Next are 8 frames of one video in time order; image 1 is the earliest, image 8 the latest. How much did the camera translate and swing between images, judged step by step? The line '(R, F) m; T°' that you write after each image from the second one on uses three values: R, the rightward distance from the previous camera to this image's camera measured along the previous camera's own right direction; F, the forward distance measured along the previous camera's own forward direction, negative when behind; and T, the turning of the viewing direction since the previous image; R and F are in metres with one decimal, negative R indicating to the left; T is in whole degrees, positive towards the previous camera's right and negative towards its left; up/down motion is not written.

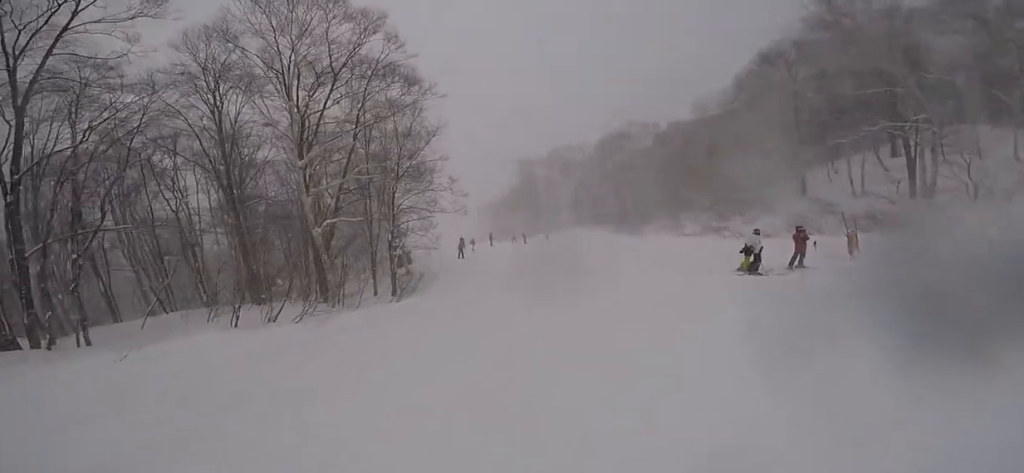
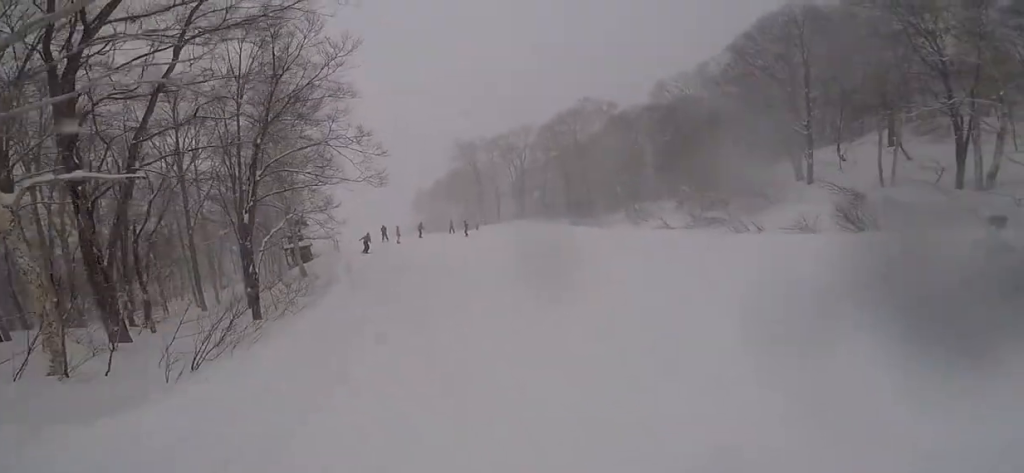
(+0.5, +8.7) m; +5°
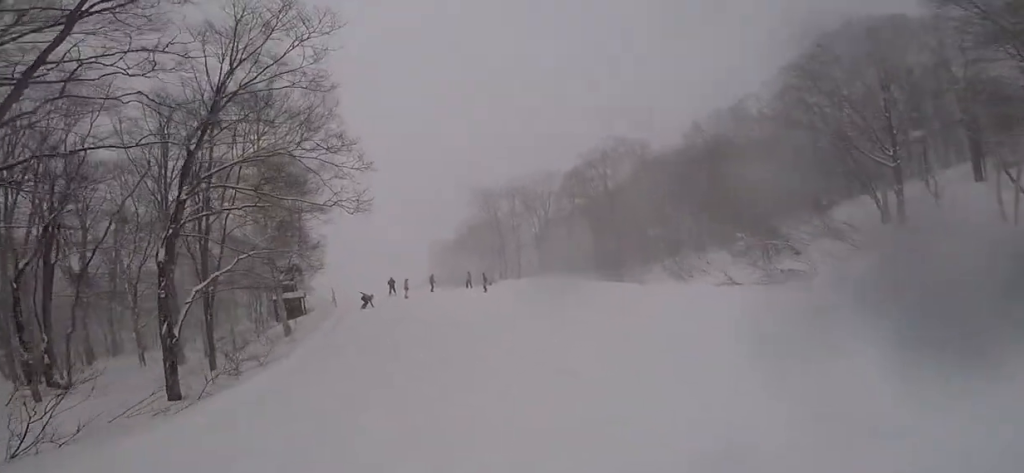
(+0.3, +4.8) m; 0°
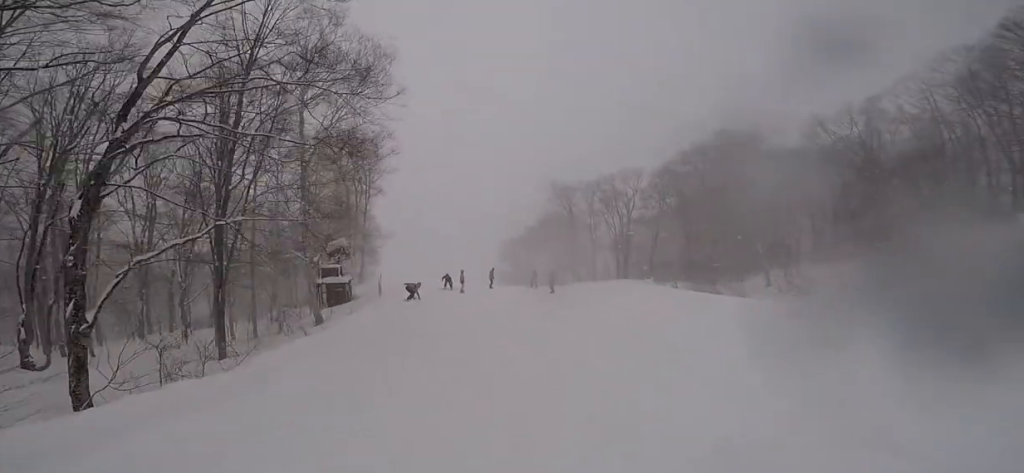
(-0.1, +3.8) m; -1°
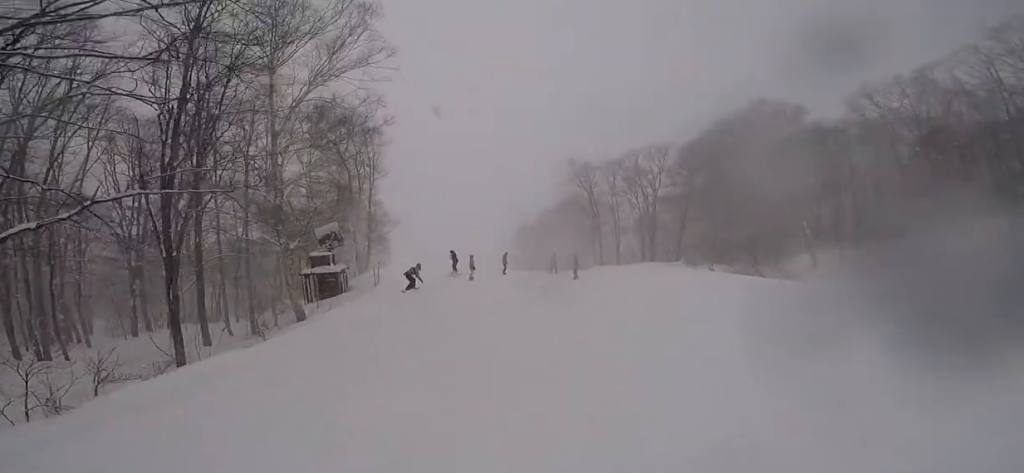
(-0.1, +3.0) m; -2°
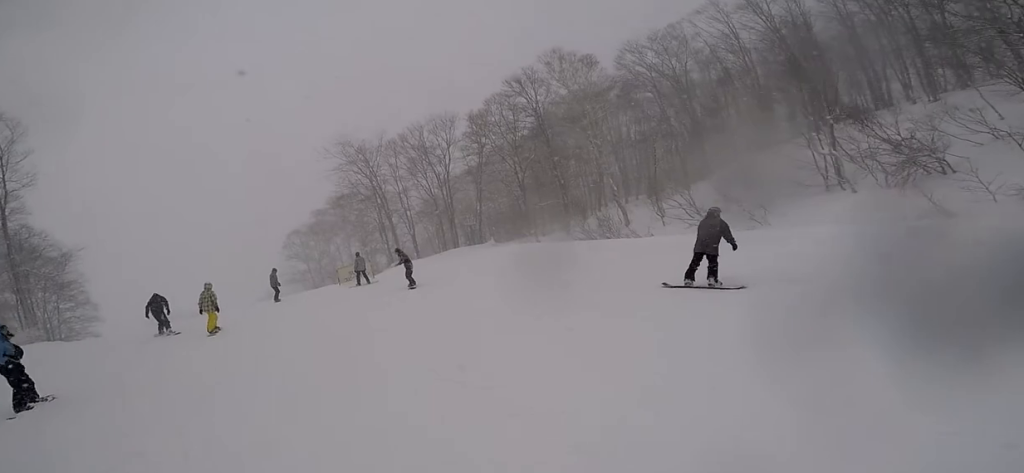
(+0.3, +9.1) m; +11°
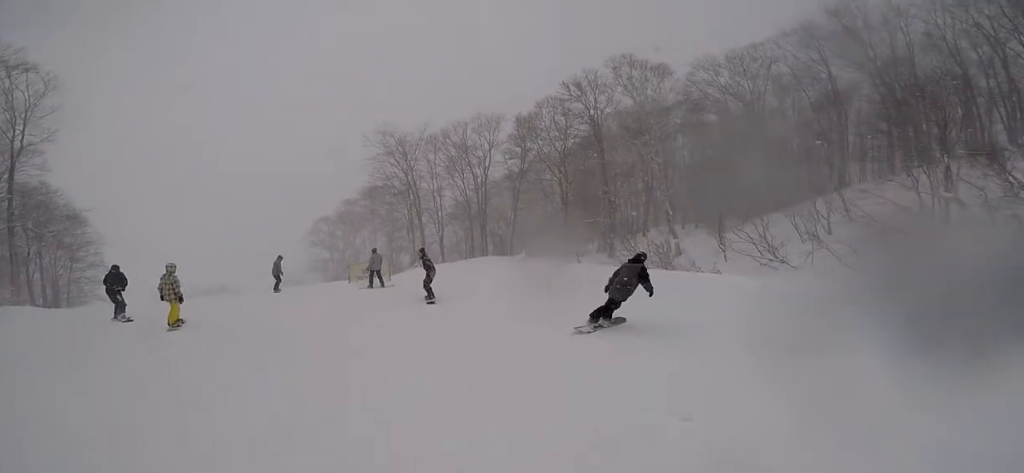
(+0.4, +3.1) m; +7°
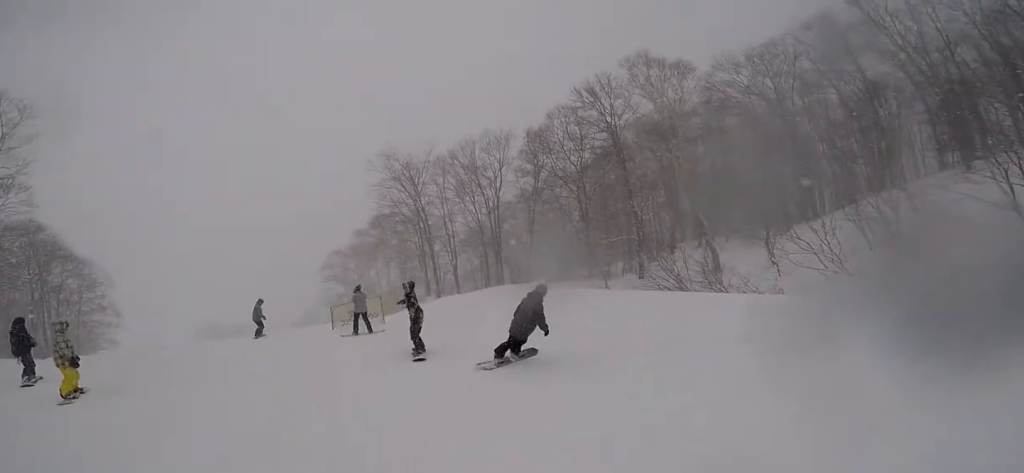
(+0.1, +3.1) m; +2°
